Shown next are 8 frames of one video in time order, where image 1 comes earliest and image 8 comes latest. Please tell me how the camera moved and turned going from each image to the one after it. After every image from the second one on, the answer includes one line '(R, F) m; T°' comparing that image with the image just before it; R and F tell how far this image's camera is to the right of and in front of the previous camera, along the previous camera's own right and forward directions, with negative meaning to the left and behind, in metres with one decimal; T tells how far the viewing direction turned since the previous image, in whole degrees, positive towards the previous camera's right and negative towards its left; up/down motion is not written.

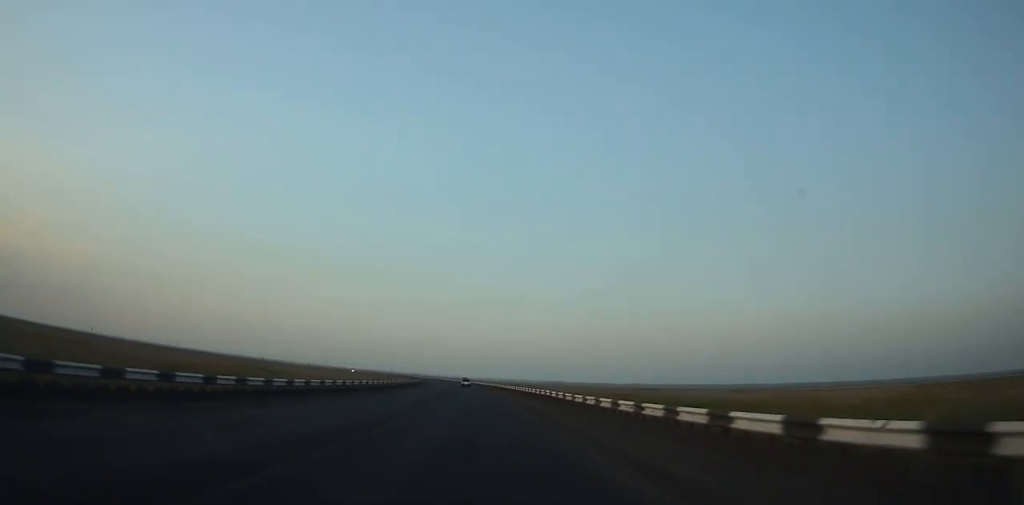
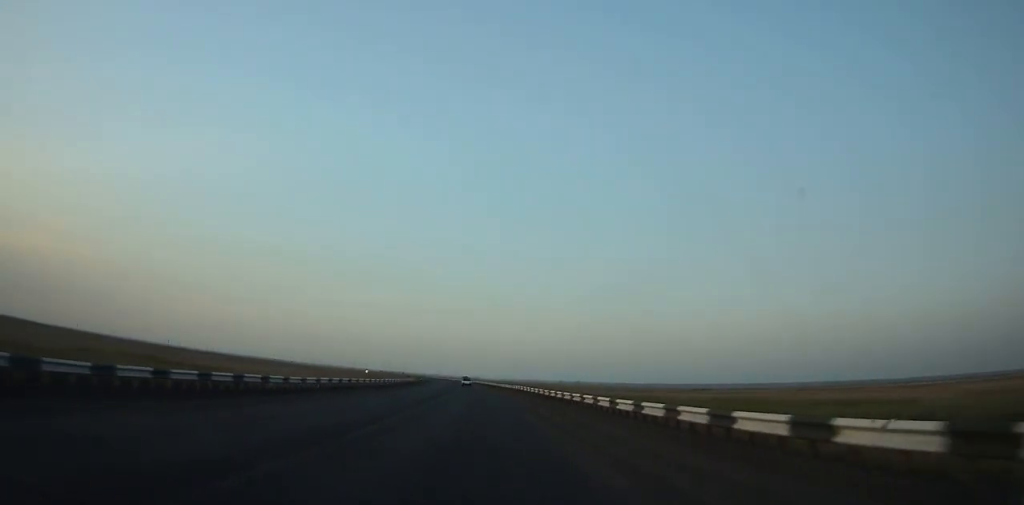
(-0.3, +47.4) m; -2°
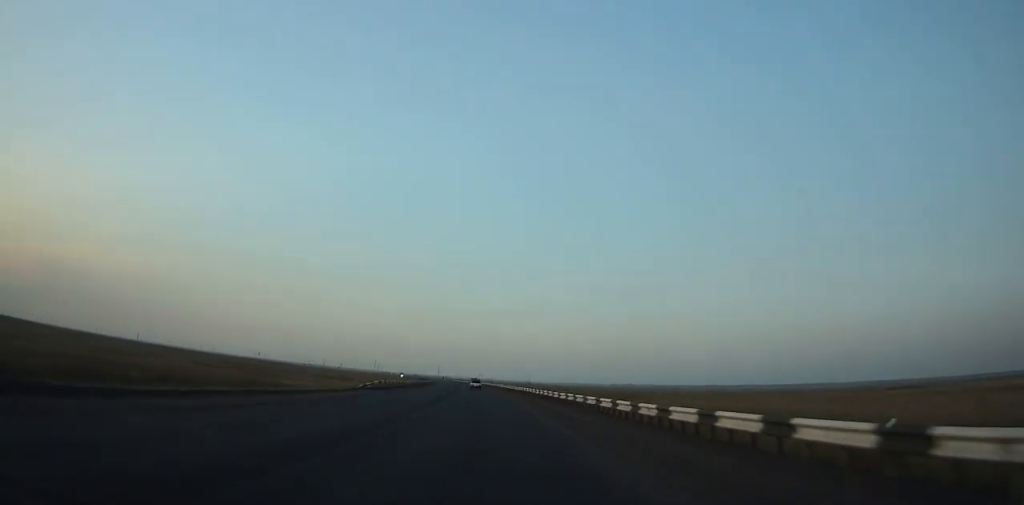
(-4.7, +115.5) m; -5°
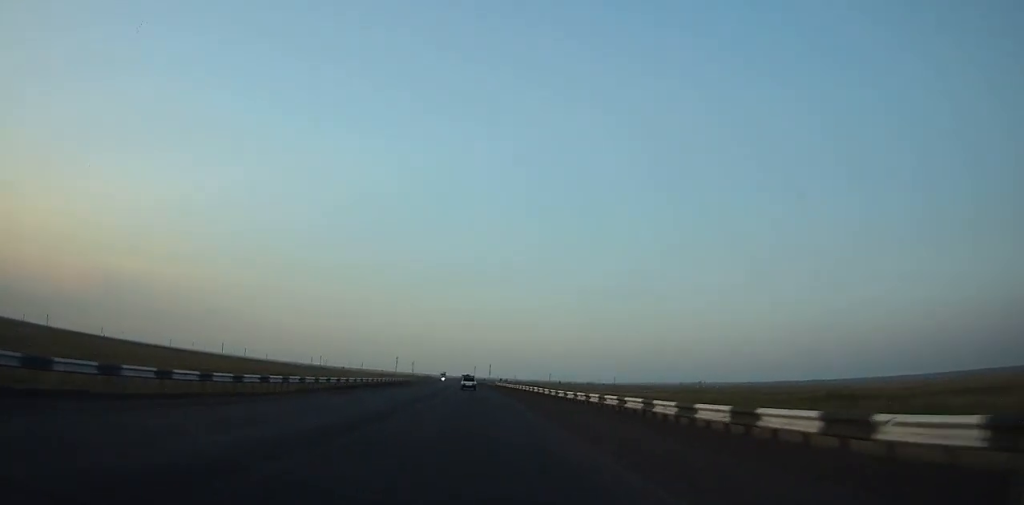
(-7.3, +145.7) m; -6°
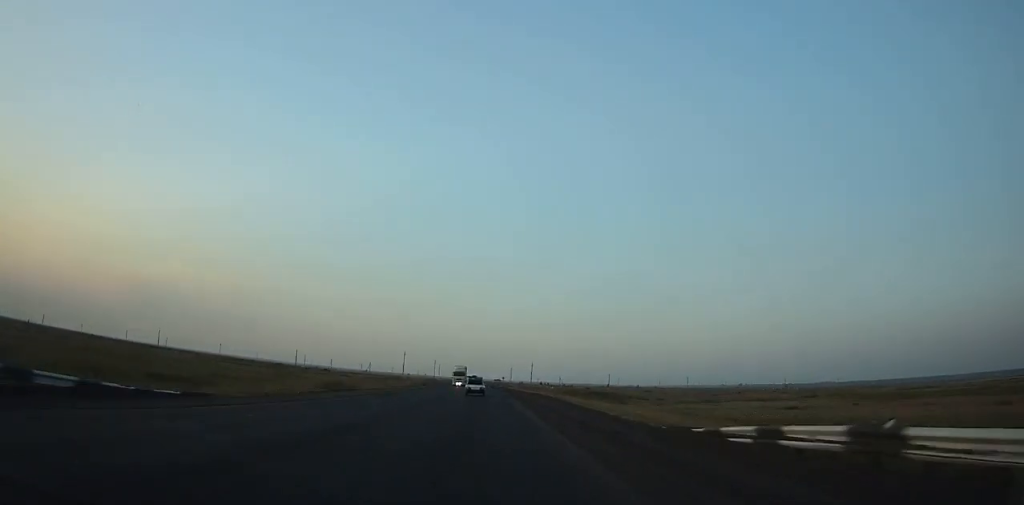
(-3.5, +92.2) m; -3°
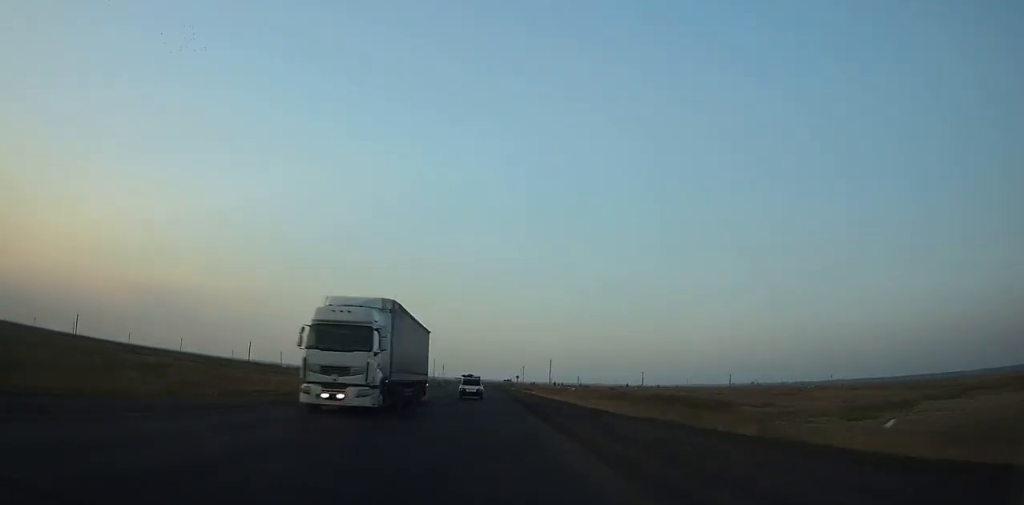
(-0.9, +53.7) m; -2°
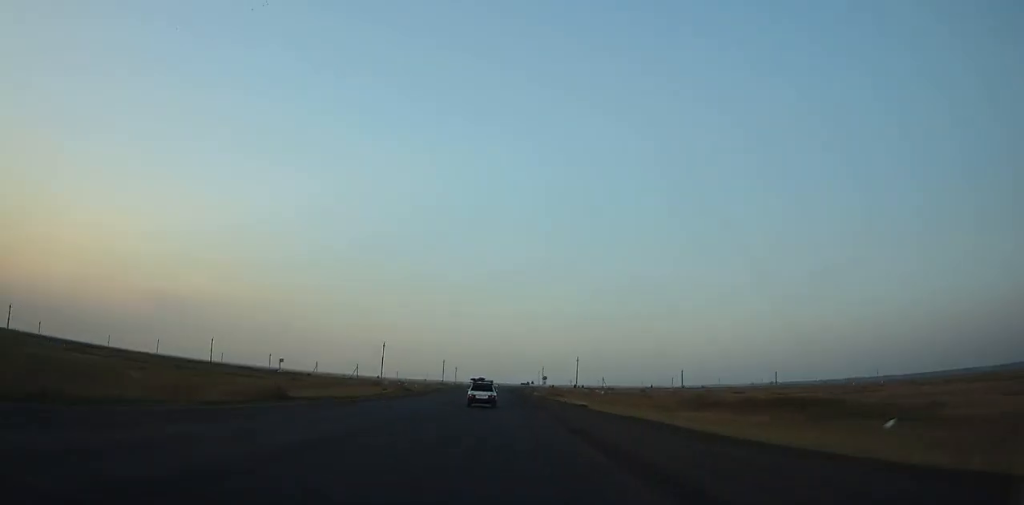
(-0.4, +33.6) m; -1°
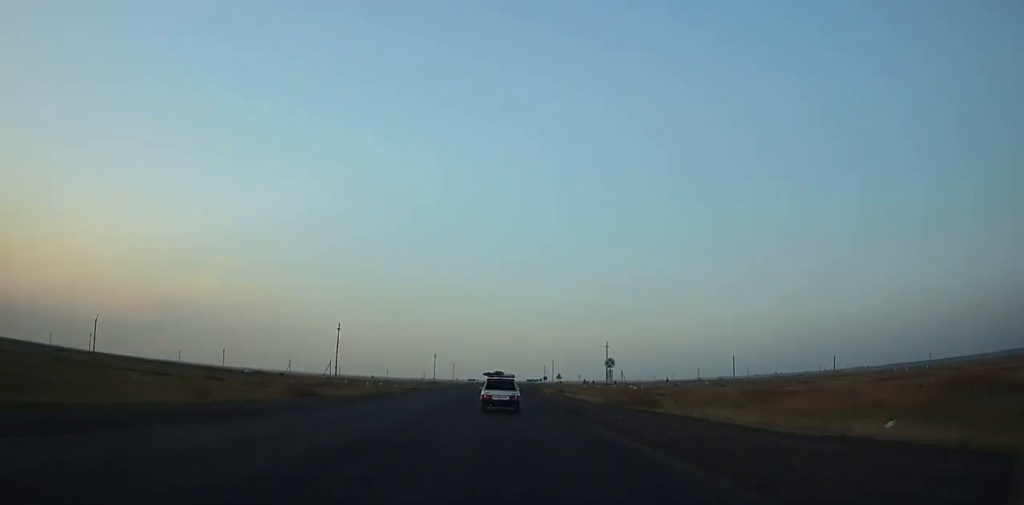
(-0.6, +45.6) m; 0°
